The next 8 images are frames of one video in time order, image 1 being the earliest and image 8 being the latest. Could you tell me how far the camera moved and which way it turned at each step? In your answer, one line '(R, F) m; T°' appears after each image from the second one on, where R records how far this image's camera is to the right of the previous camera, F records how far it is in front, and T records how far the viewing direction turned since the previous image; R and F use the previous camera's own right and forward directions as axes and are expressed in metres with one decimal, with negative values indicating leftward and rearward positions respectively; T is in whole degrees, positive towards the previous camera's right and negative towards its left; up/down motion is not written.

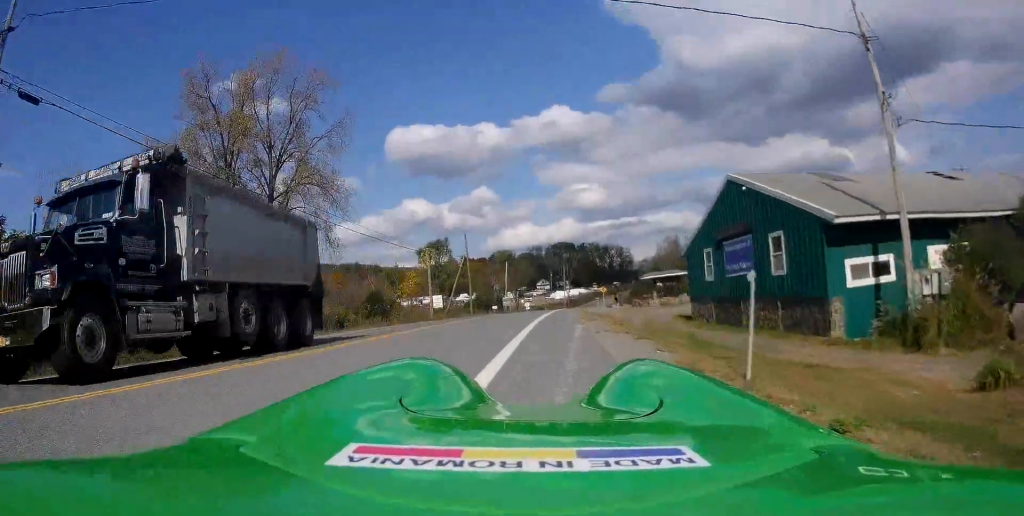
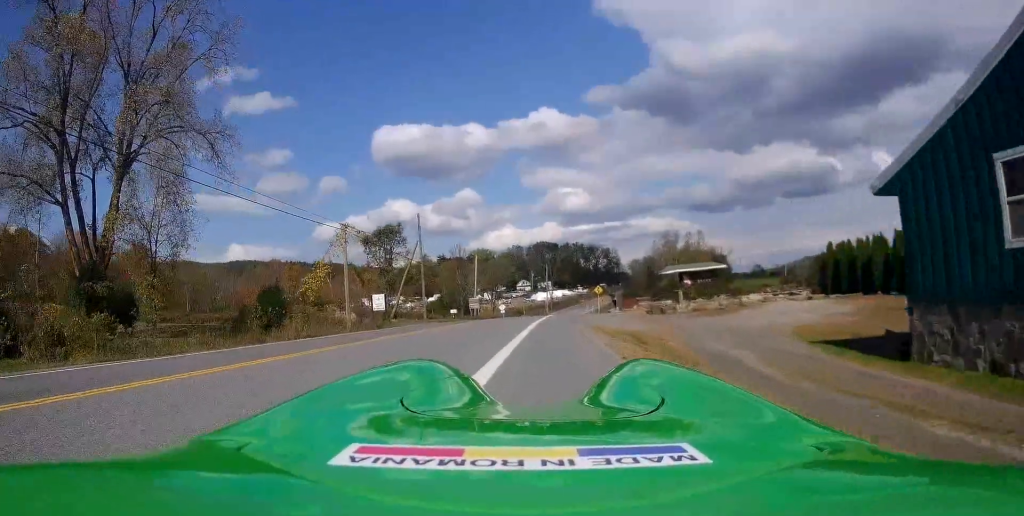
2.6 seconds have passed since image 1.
(-0.7, +20.0) m; 0°
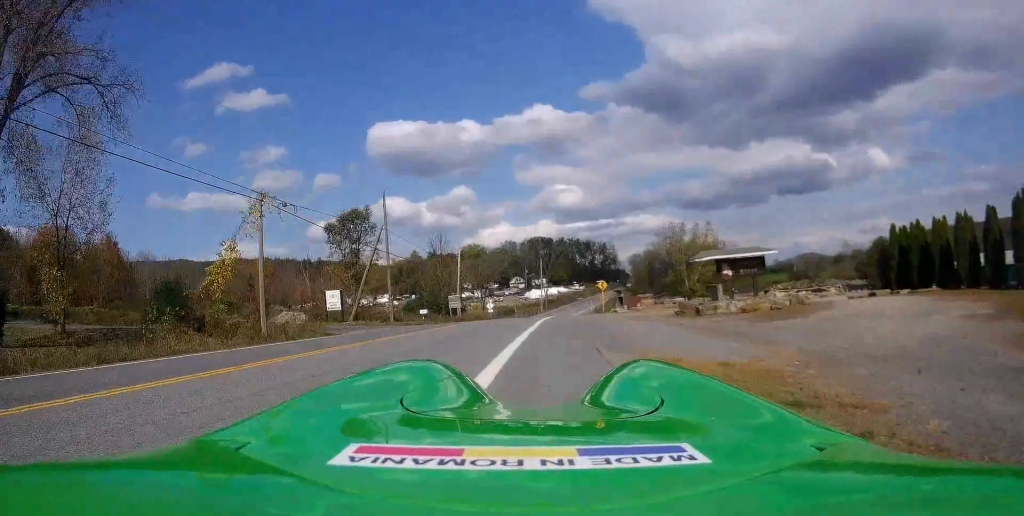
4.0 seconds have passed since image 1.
(+0.8, +11.5) m; +3°
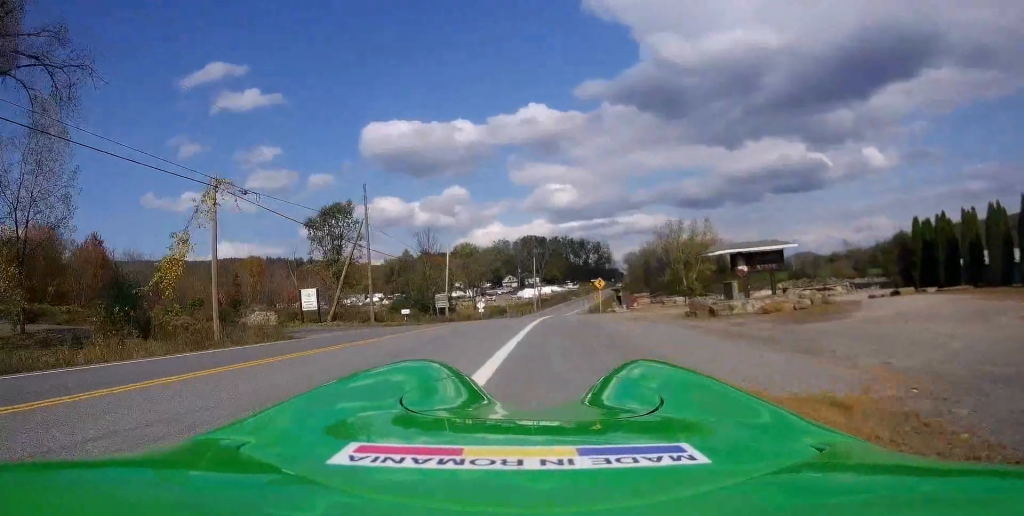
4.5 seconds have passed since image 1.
(-0.1, +3.6) m; -1°
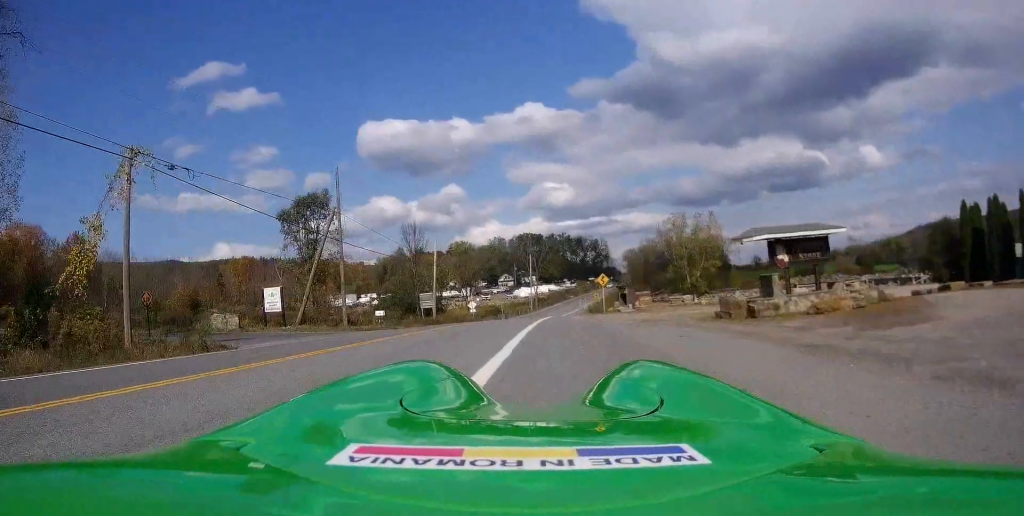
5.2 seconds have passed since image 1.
(-0.2, +5.6) m; -2°
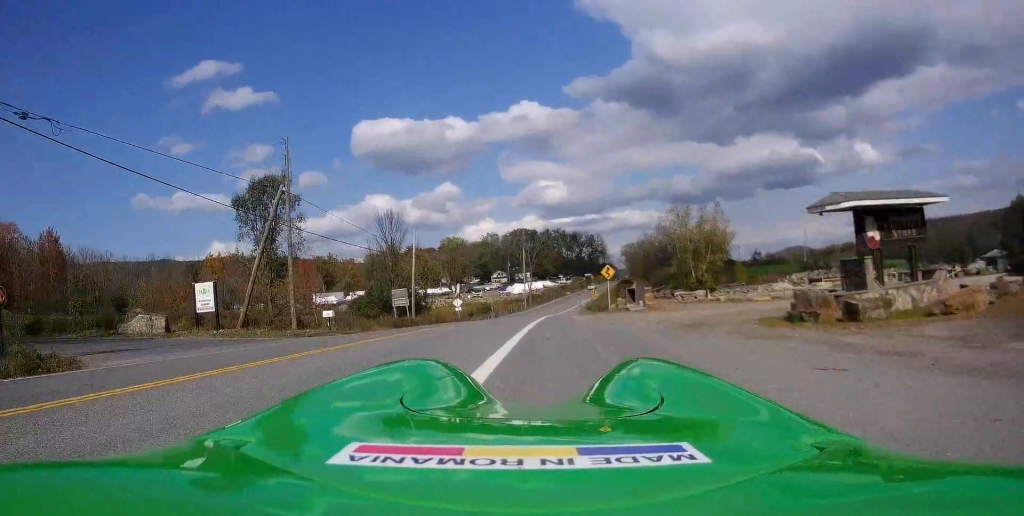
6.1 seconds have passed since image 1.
(0.0, +7.3) m; 0°
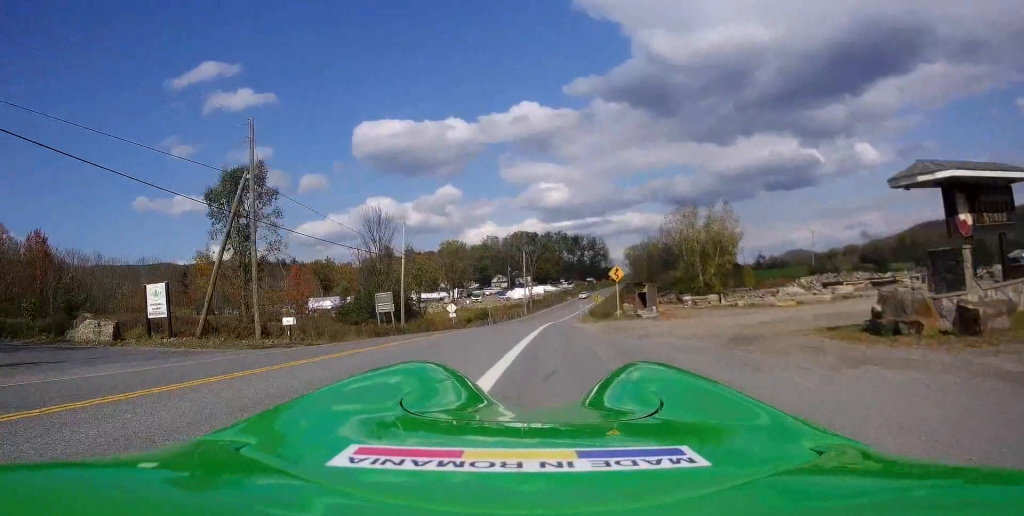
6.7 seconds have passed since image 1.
(0.0, +4.5) m; +1°
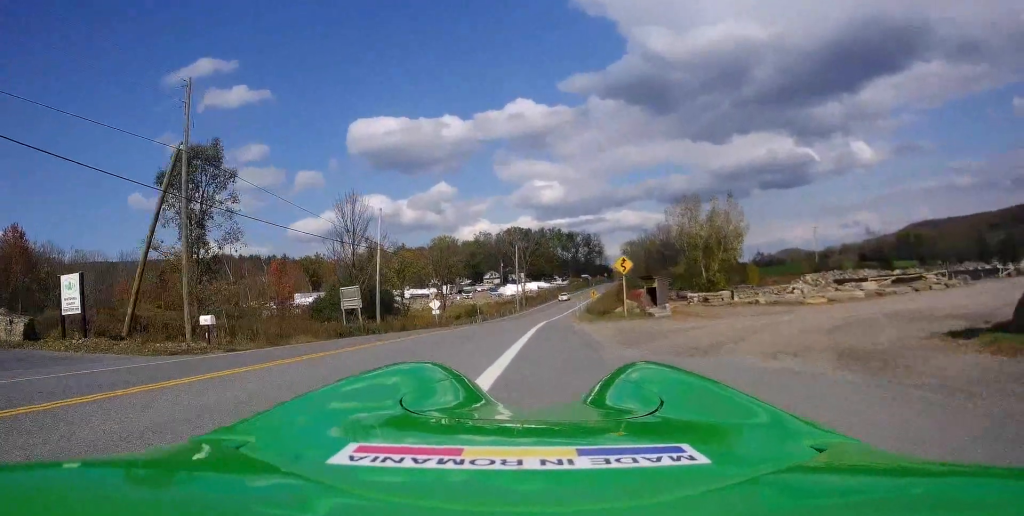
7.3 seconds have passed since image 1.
(0.0, +5.6) m; +1°
